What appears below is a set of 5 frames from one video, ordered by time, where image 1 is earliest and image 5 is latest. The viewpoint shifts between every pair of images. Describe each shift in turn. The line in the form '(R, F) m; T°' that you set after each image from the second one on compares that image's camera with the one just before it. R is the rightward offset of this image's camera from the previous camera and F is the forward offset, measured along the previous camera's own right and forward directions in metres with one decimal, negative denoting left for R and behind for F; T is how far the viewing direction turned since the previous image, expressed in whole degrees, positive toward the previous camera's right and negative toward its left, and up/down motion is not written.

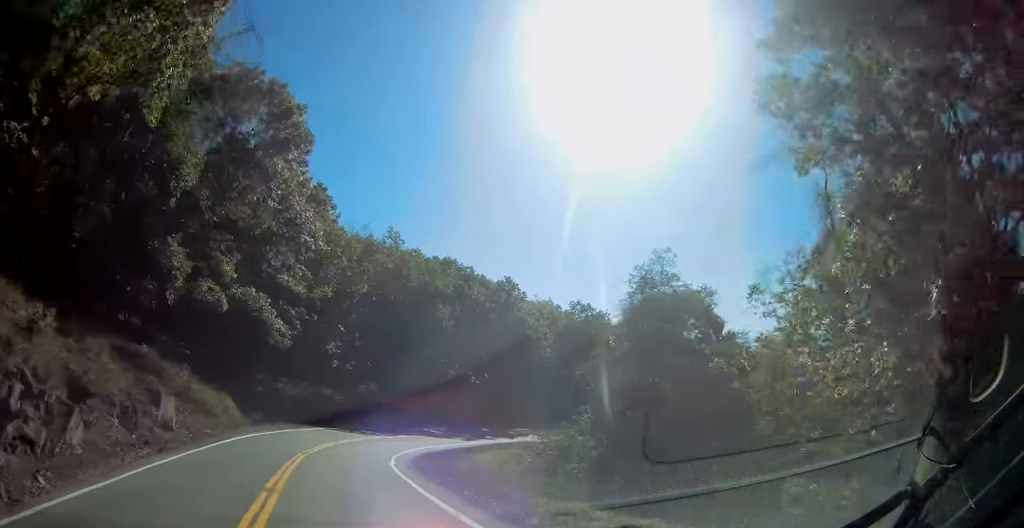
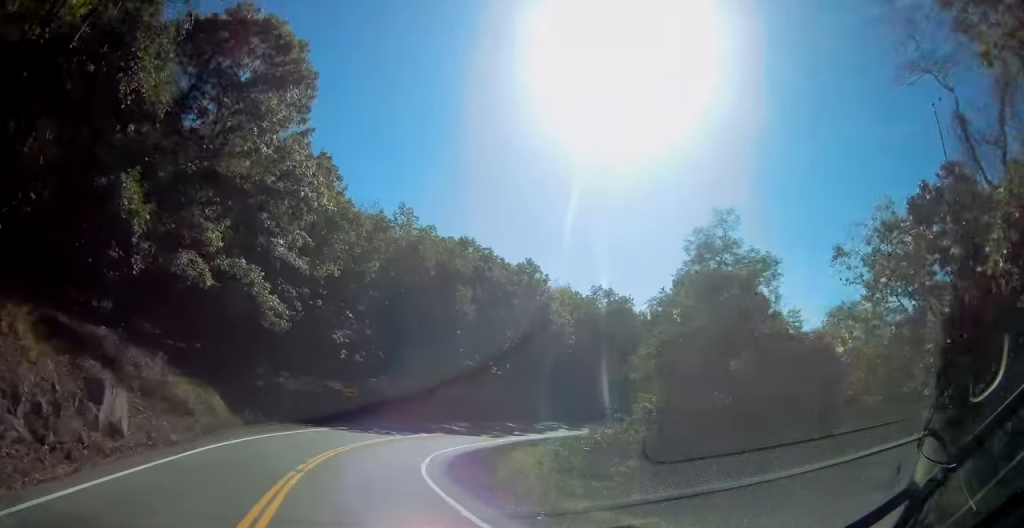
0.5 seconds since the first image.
(0.0, +7.5) m; 0°
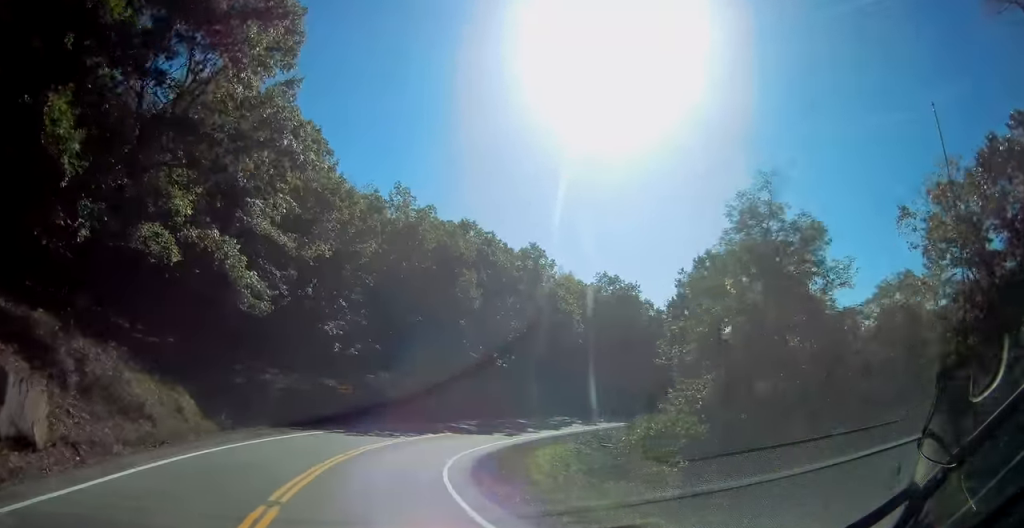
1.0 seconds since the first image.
(0.0, +6.0) m; 0°
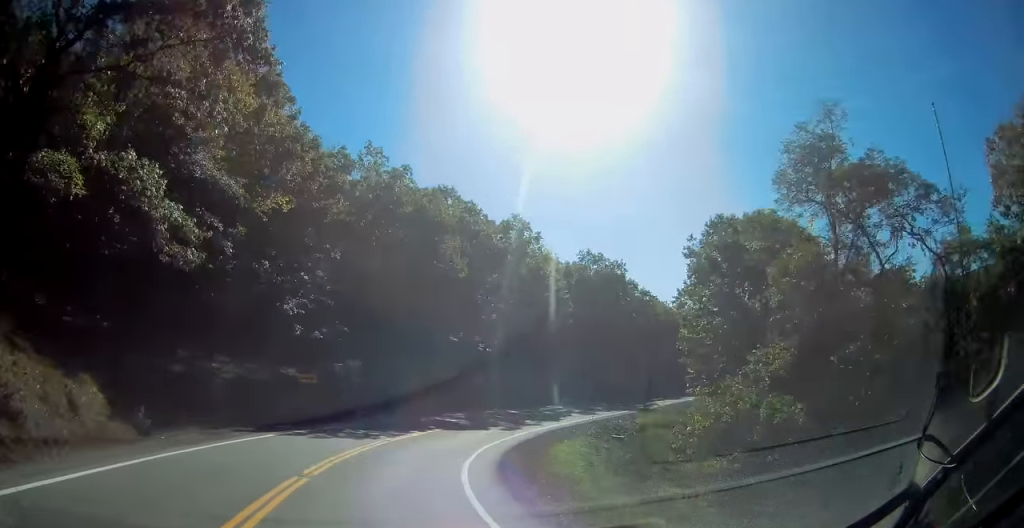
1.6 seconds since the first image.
(-0.1, +8.8) m; +1°
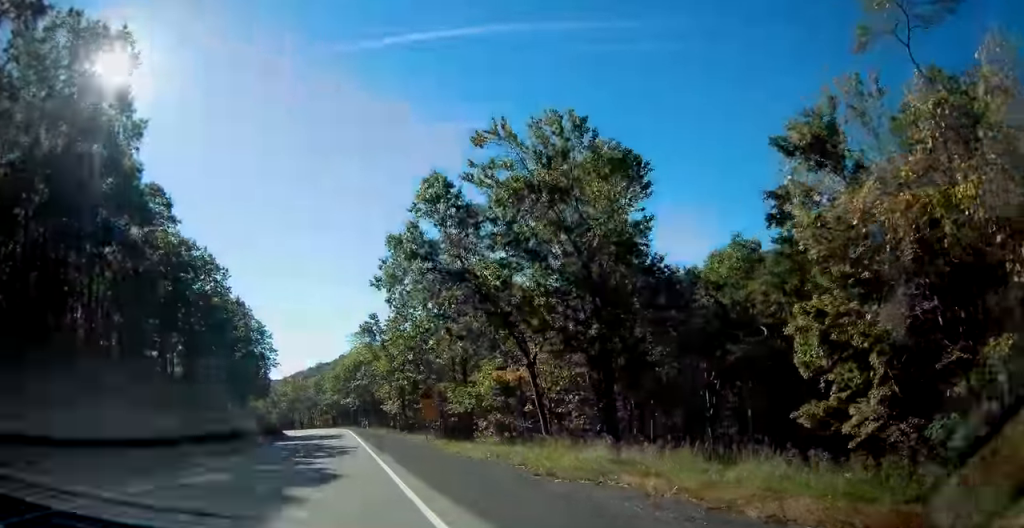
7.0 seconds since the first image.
(+29.4, +65.5) m; +48°
